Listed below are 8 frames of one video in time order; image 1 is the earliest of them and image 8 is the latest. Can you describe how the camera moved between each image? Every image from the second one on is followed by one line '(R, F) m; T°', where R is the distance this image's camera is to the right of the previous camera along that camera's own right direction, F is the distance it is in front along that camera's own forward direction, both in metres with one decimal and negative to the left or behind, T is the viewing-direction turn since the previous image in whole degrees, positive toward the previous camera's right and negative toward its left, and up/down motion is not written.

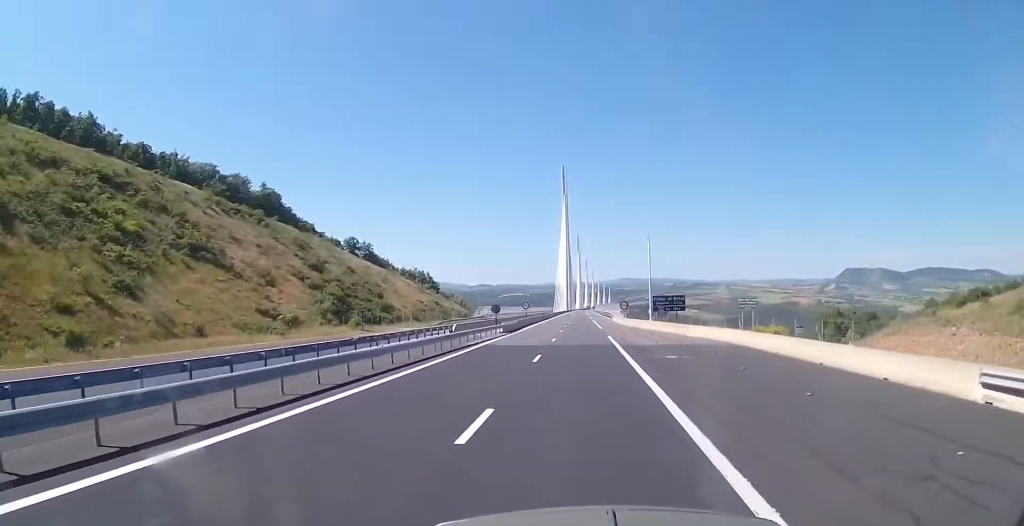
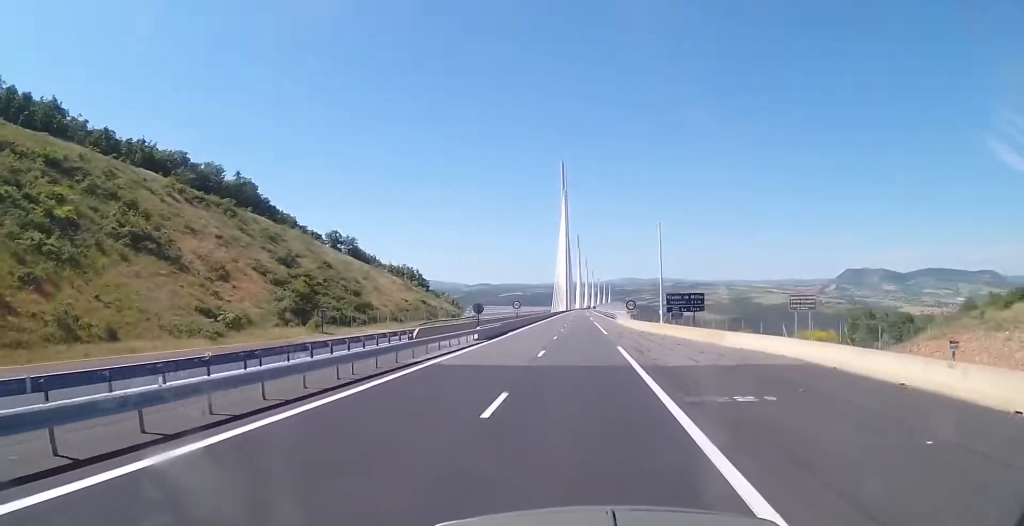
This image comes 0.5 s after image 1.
(-0.1, +11.2) m; 0°
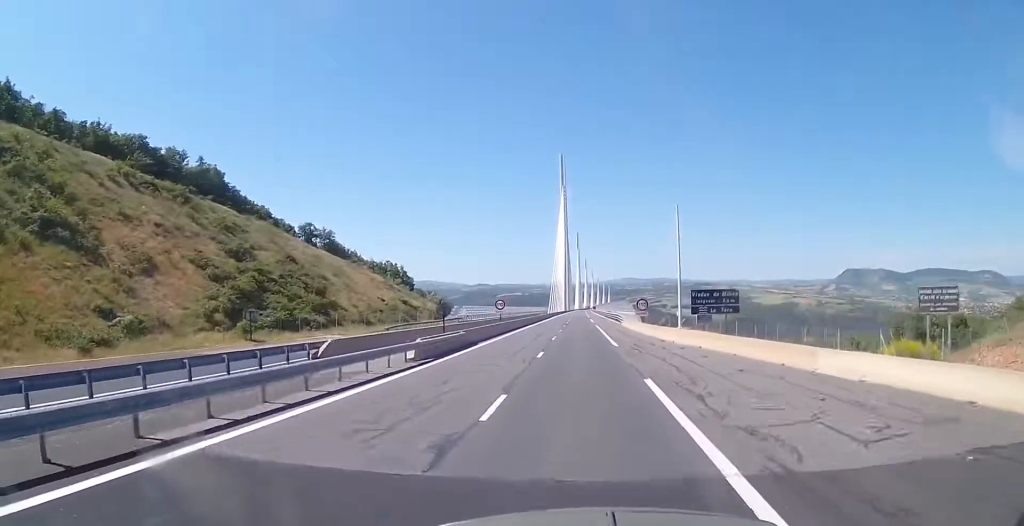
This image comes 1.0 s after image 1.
(+0.2, +13.5) m; 0°
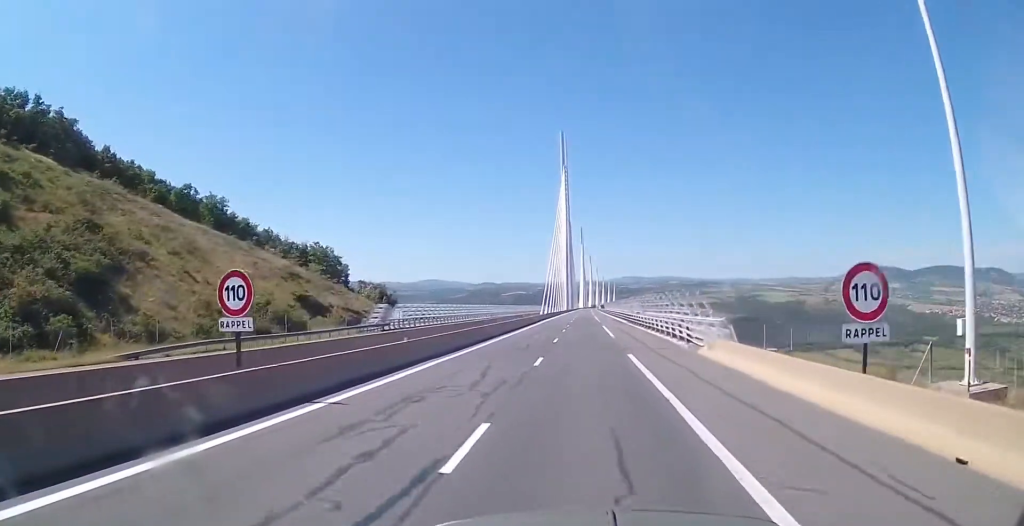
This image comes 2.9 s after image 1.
(-0.5, +43.1) m; -1°
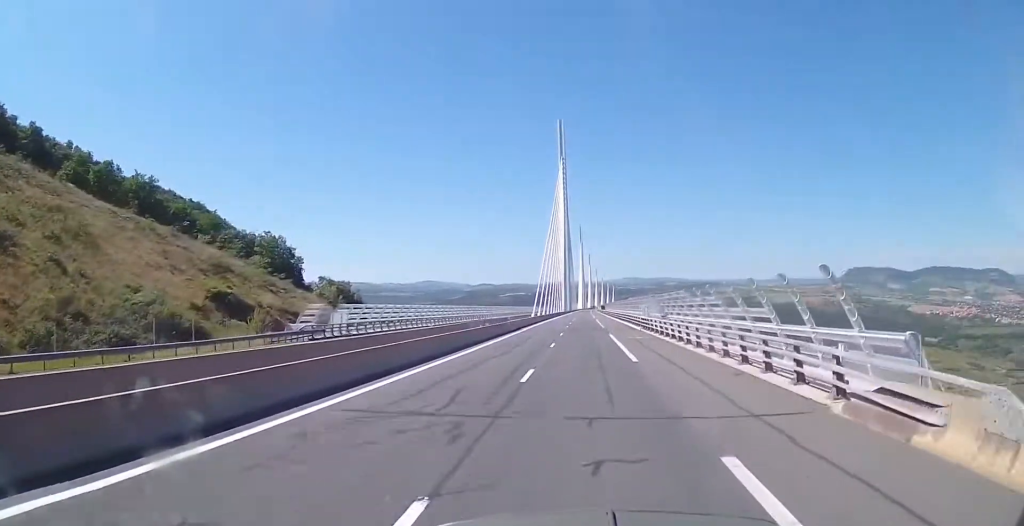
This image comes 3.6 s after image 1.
(0.0, +17.0) m; 0°
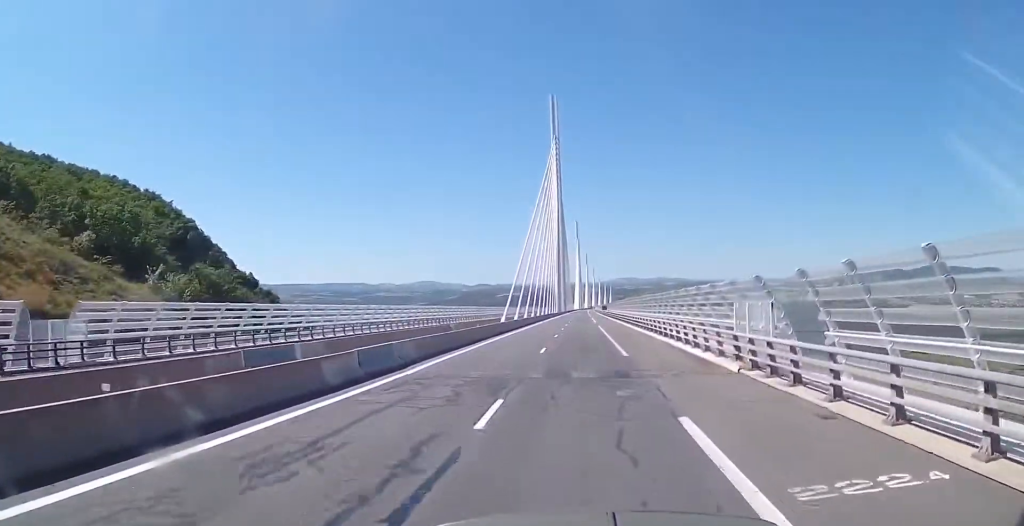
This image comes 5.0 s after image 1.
(0.0, +32.0) m; +1°
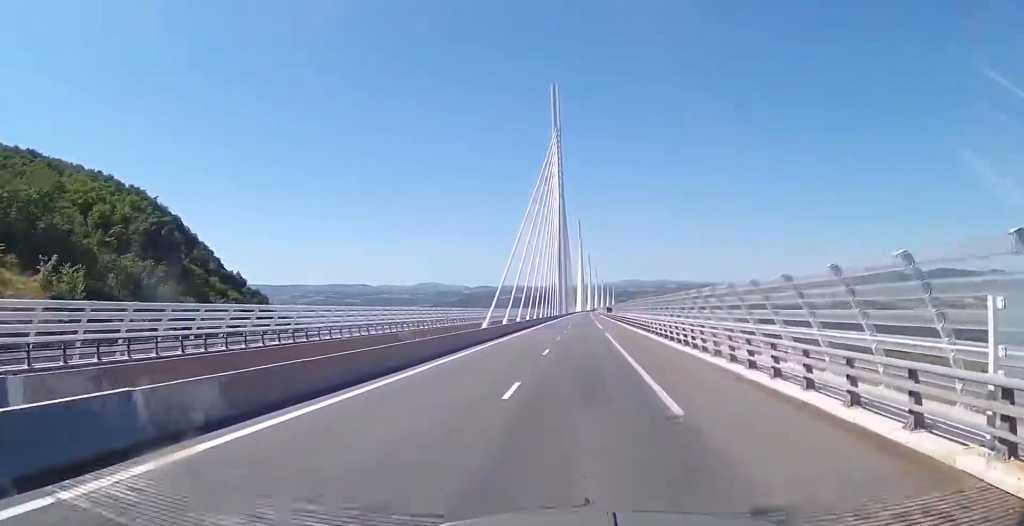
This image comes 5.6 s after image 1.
(0.0, +13.1) m; +1°
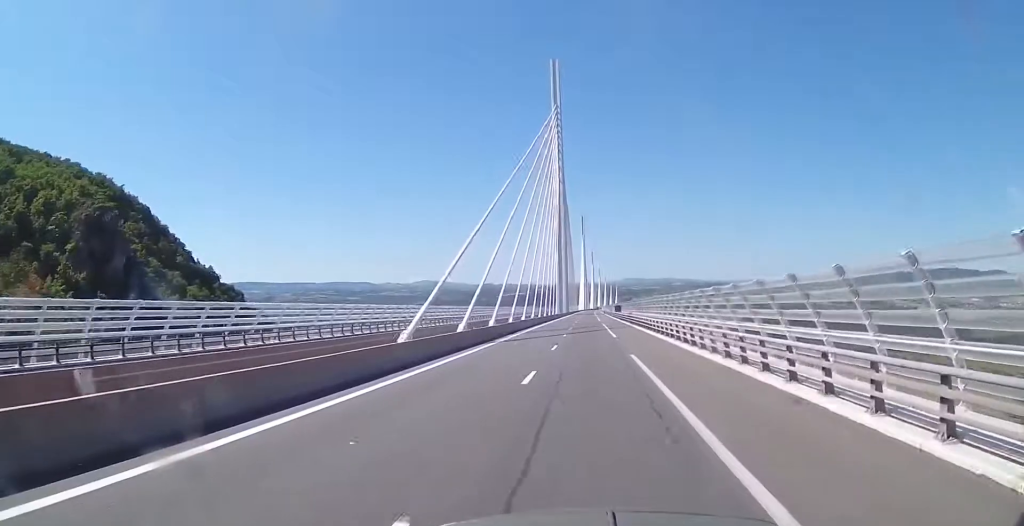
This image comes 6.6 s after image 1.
(+0.4, +23.8) m; +1°
